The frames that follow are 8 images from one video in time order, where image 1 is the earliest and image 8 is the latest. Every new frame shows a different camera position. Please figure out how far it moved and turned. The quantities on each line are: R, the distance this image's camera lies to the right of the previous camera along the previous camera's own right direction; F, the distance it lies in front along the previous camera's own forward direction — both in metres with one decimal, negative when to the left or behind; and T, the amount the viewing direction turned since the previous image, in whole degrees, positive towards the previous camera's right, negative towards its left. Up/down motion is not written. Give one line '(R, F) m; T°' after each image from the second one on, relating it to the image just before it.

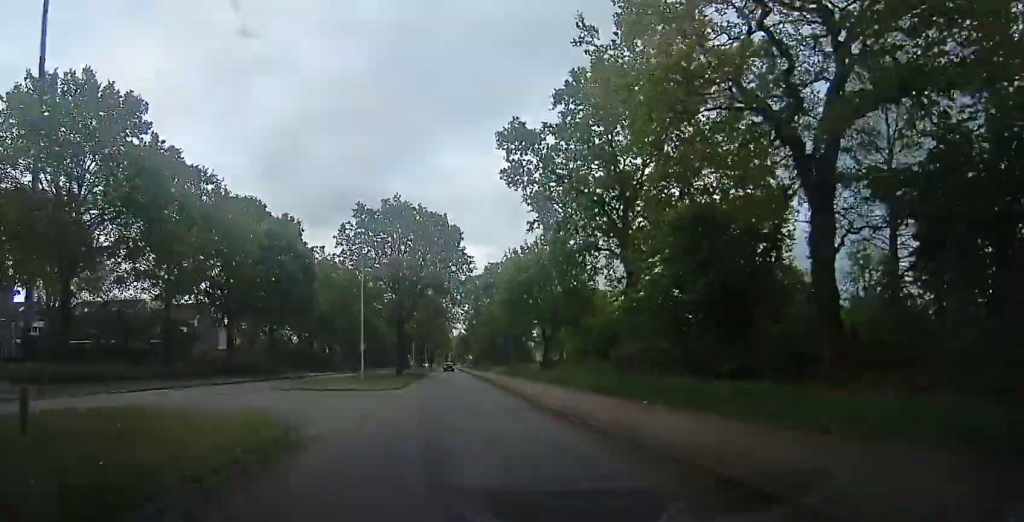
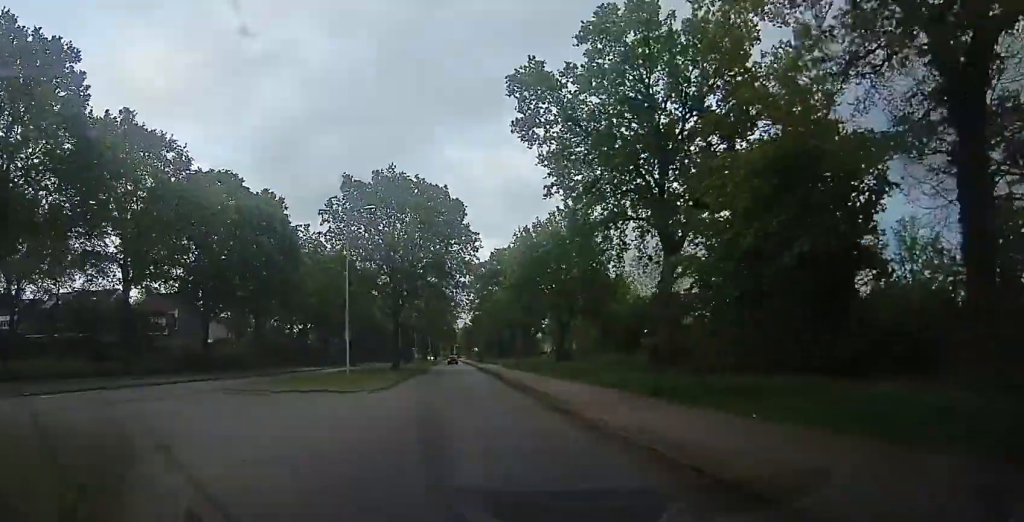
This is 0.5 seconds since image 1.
(0.0, +6.3) m; 0°
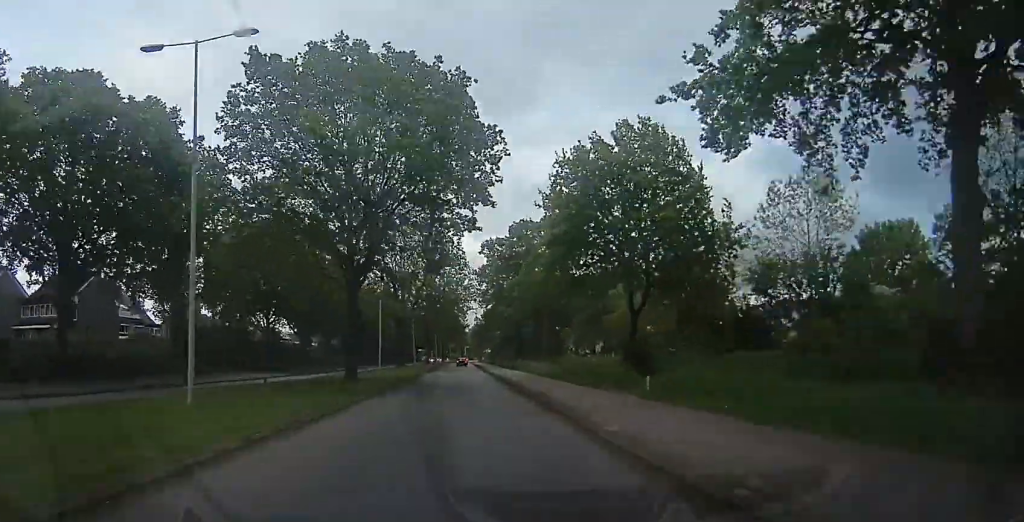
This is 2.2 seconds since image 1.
(+0.1, +21.1) m; 0°
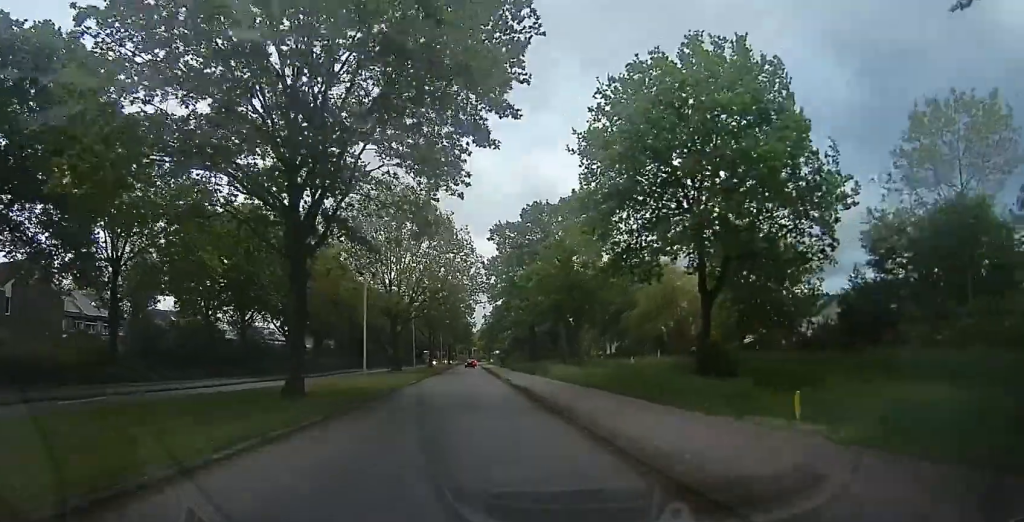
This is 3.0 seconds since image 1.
(0.0, +9.7) m; 0°
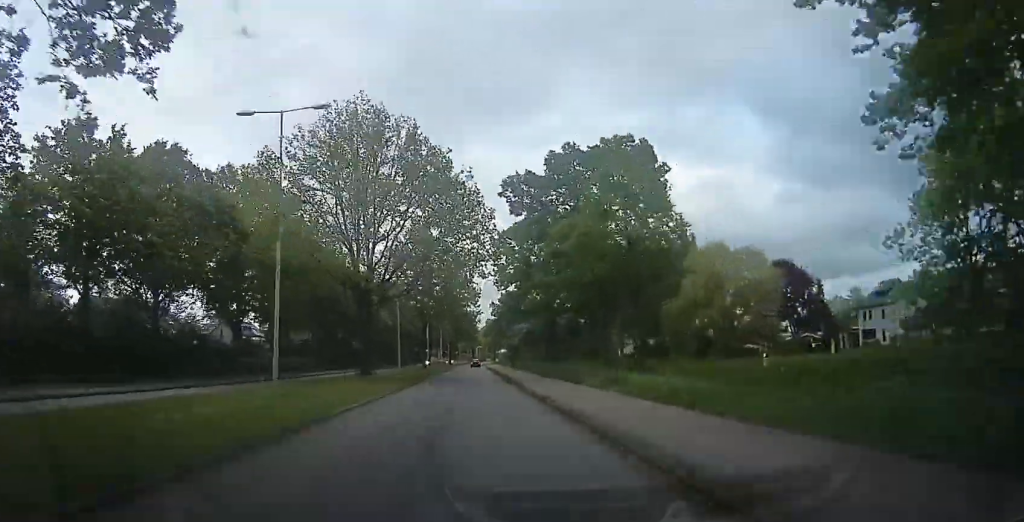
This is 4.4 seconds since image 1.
(0.0, +18.0) m; 0°
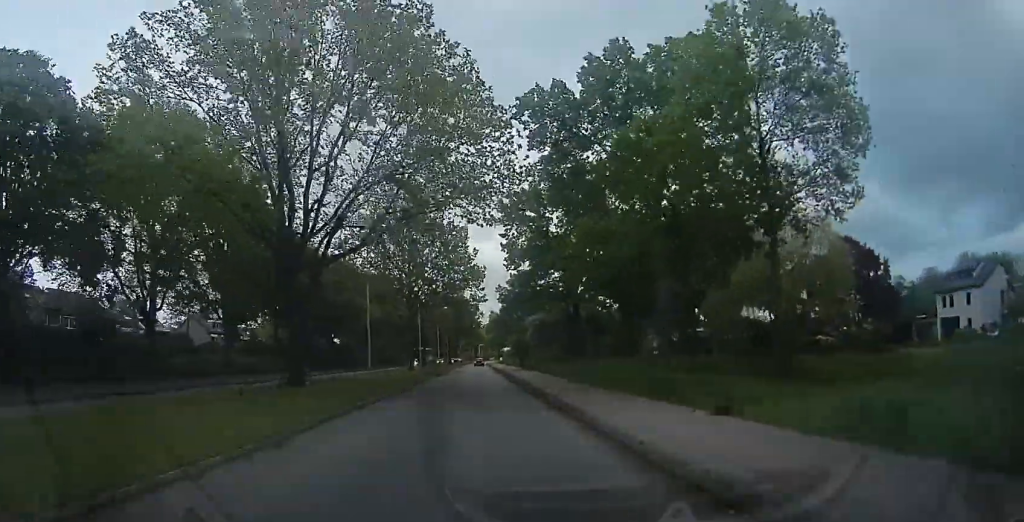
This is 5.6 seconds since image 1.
(0.0, +16.1) m; 0°
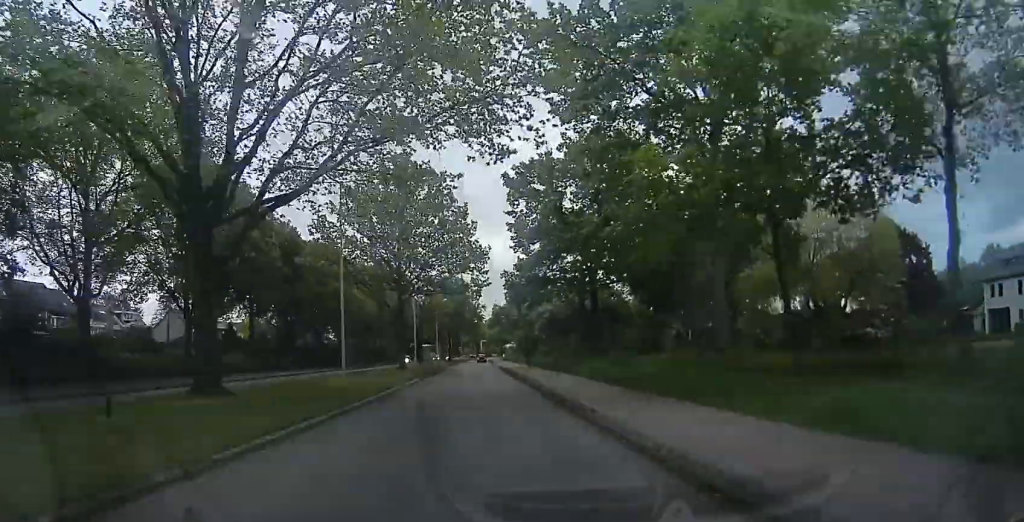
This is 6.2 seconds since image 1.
(0.0, +8.0) m; -2°
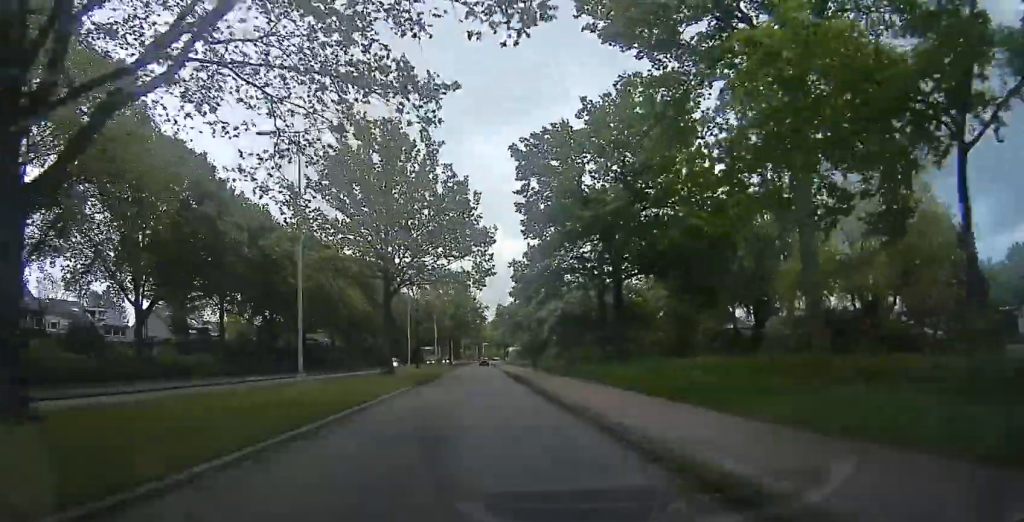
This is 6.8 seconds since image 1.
(-0.1, +7.6) m; -2°
